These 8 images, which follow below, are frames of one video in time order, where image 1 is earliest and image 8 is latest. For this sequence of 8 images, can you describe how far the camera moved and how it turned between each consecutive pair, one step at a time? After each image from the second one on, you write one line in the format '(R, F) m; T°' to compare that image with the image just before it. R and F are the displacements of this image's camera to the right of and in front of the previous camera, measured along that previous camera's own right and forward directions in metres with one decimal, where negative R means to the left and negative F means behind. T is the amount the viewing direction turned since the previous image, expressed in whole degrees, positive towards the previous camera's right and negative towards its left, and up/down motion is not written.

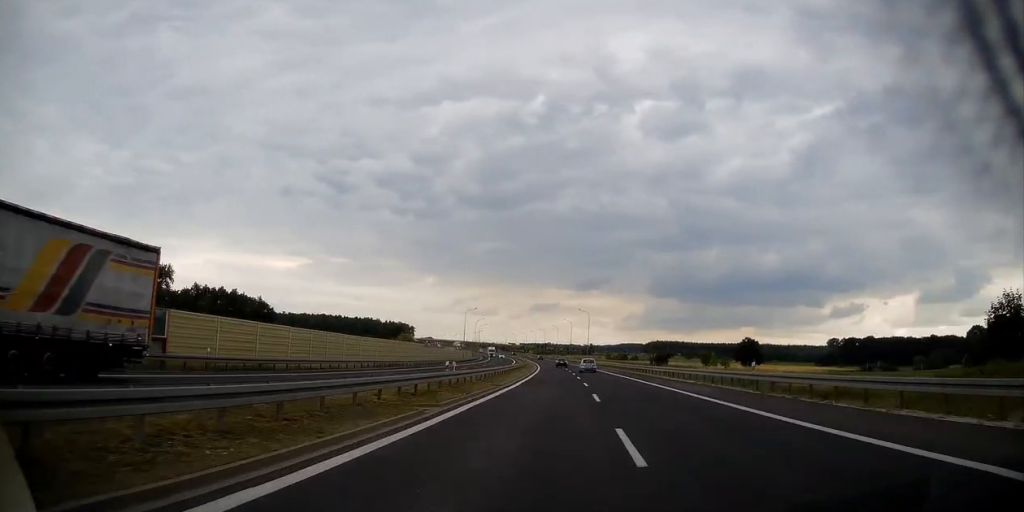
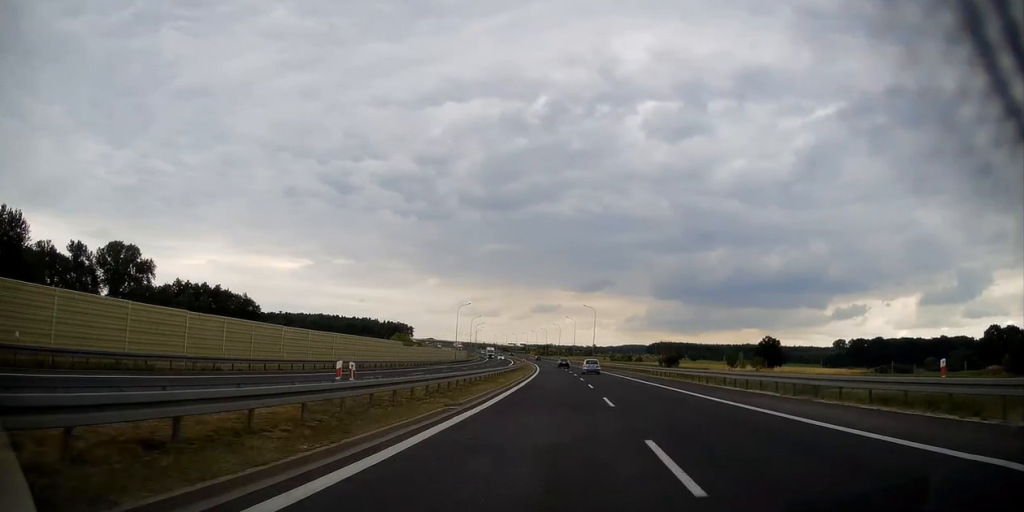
(-0.1, +13.8) m; -1°
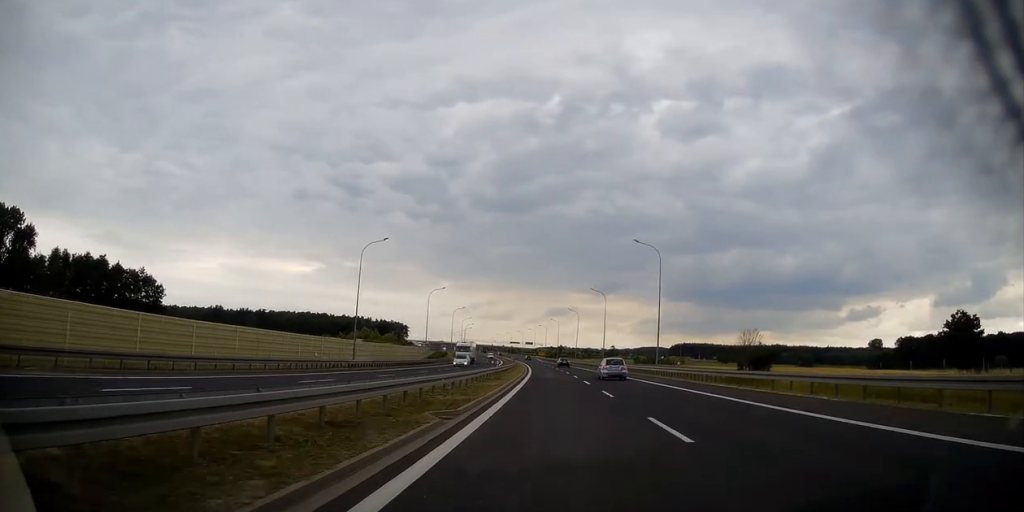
(-0.3, +68.5) m; 0°
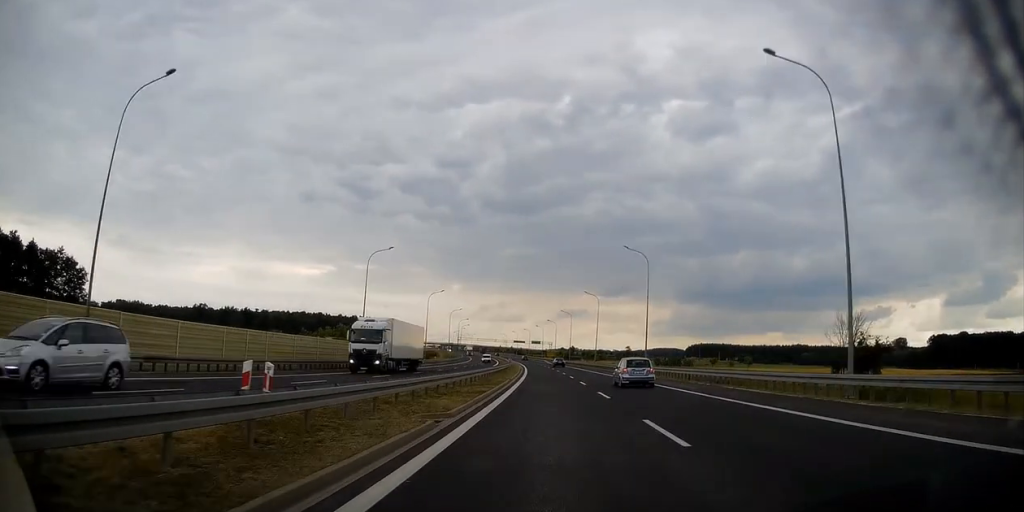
(-0.4, +36.5) m; -2°
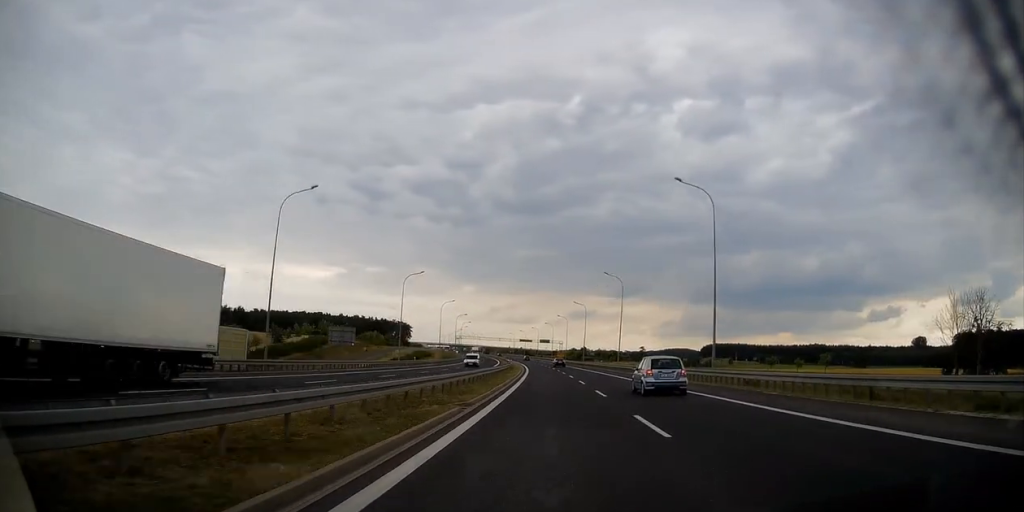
(-0.3, +22.8) m; -1°
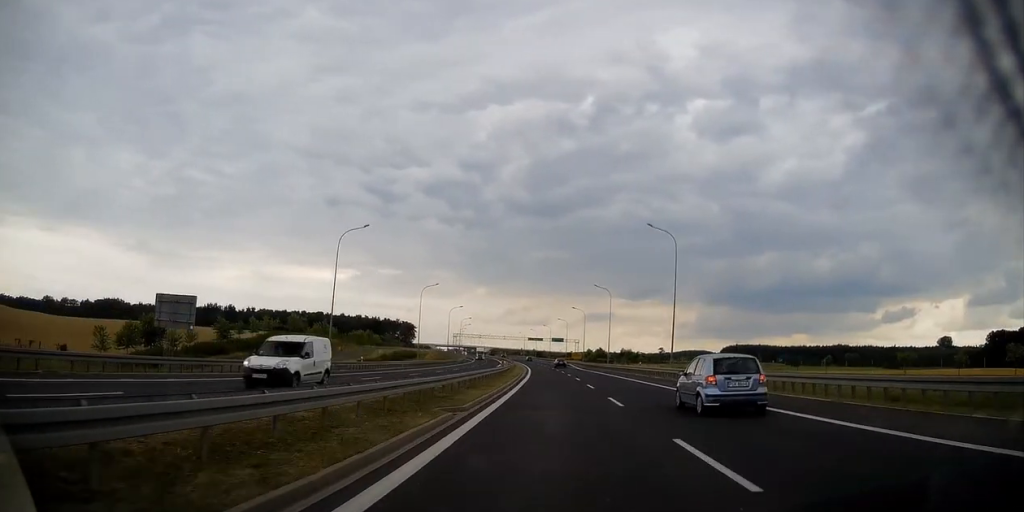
(-0.4, +28.5) m; -1°
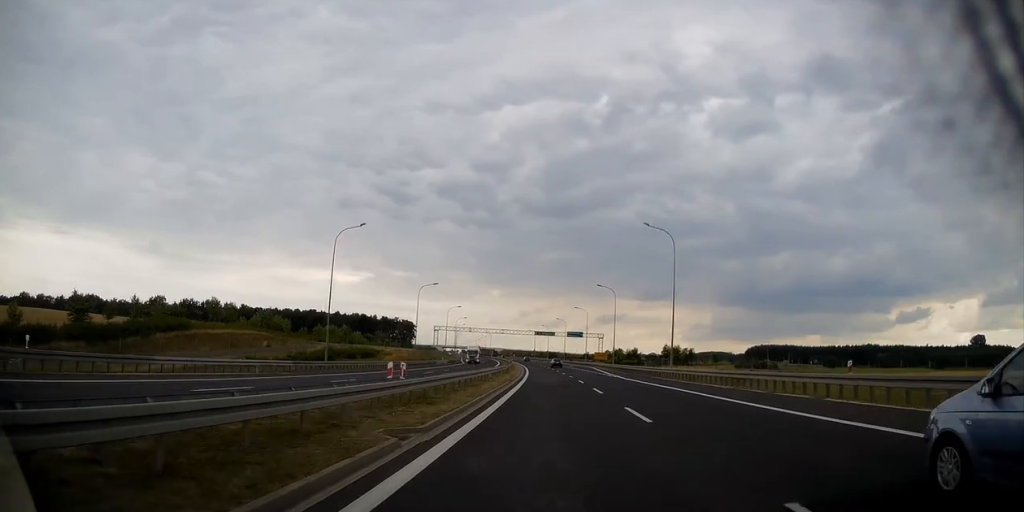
(-0.4, +41.0) m; -1°
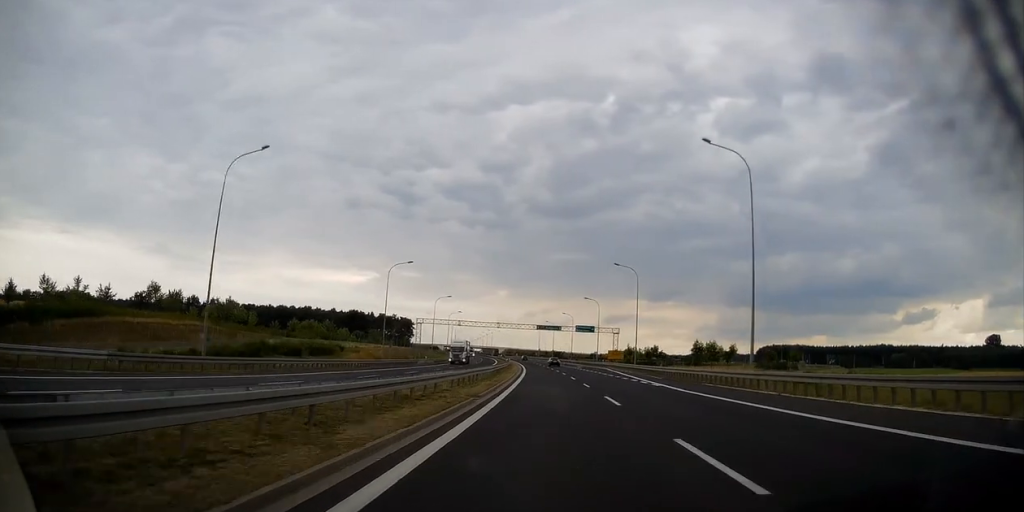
(-0.1, +19.3) m; -1°
